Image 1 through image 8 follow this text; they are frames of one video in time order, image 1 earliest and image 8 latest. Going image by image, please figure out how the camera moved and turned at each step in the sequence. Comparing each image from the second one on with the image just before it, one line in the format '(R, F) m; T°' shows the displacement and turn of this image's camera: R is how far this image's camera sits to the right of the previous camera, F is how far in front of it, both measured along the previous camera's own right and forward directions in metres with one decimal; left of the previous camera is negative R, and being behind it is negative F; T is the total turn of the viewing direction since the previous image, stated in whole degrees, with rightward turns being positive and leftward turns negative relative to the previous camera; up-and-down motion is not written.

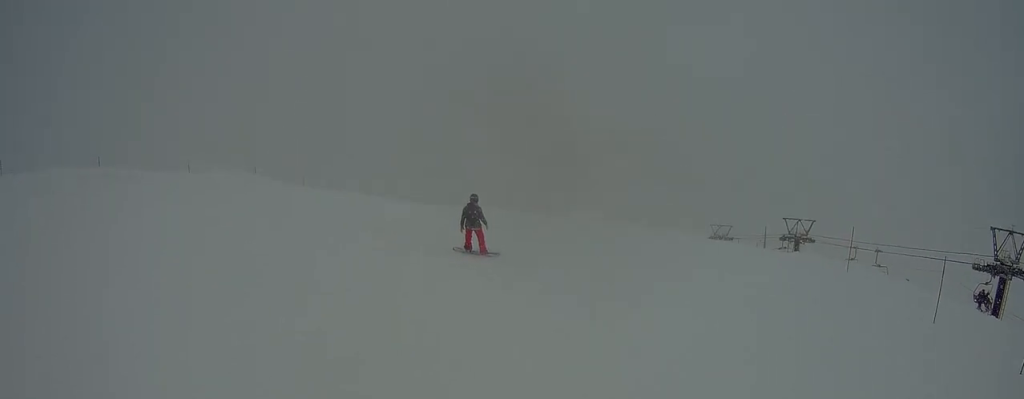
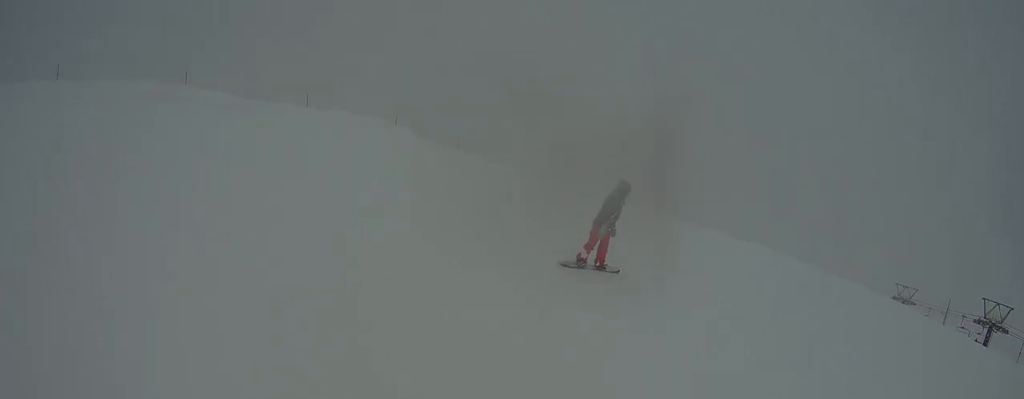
(-3.1, +7.6) m; -36°
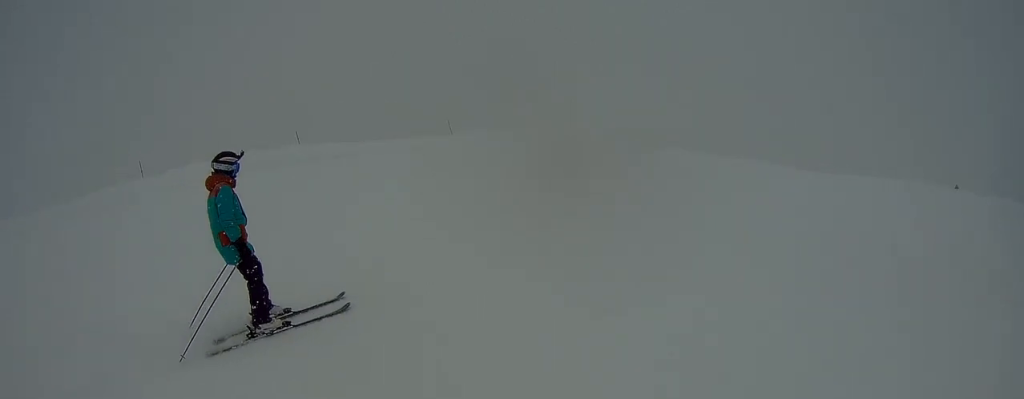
(+0.5, +5.7) m; +10°
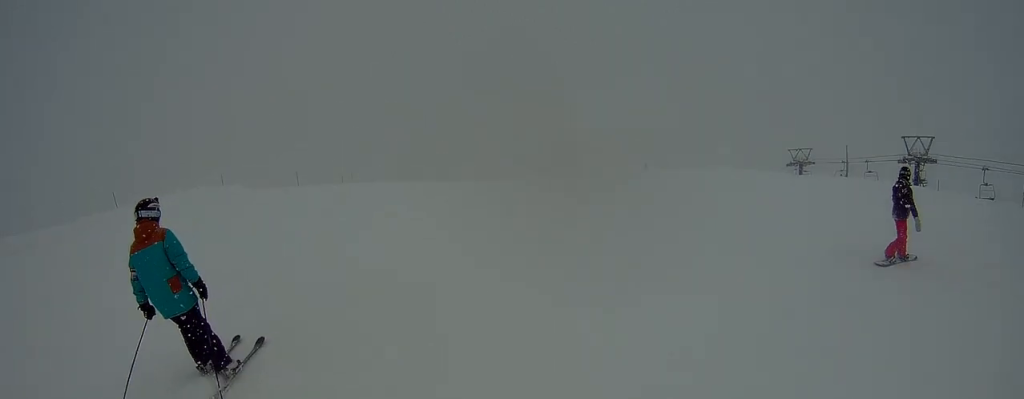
(+0.6, +2.0) m; -1°
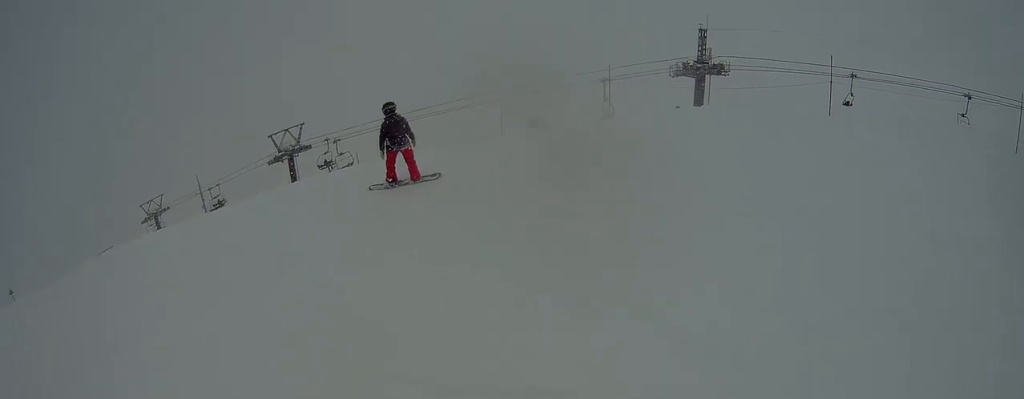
(-0.2, +6.8) m; +35°
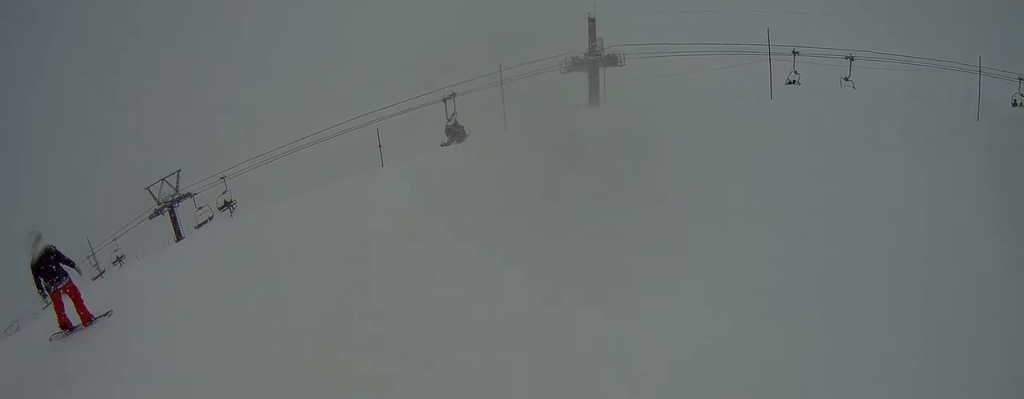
(+1.3, +2.8) m; +30°
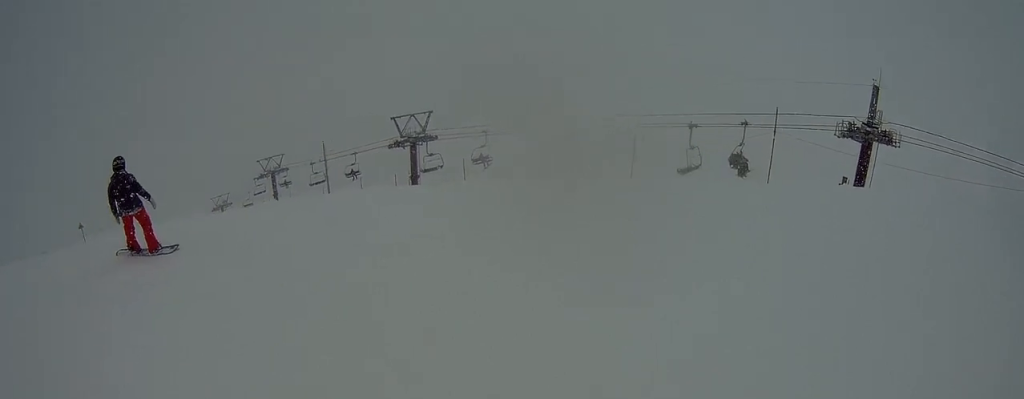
(+0.2, +1.8) m; +10°
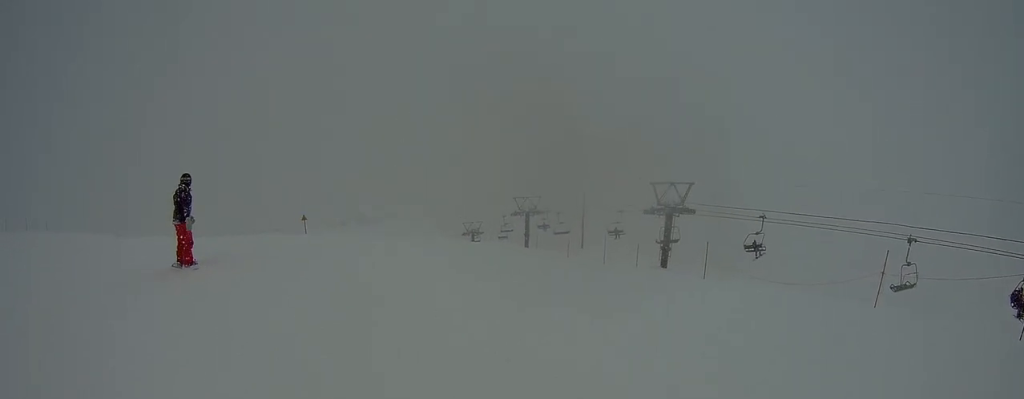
(-0.1, +2.8) m; +15°
